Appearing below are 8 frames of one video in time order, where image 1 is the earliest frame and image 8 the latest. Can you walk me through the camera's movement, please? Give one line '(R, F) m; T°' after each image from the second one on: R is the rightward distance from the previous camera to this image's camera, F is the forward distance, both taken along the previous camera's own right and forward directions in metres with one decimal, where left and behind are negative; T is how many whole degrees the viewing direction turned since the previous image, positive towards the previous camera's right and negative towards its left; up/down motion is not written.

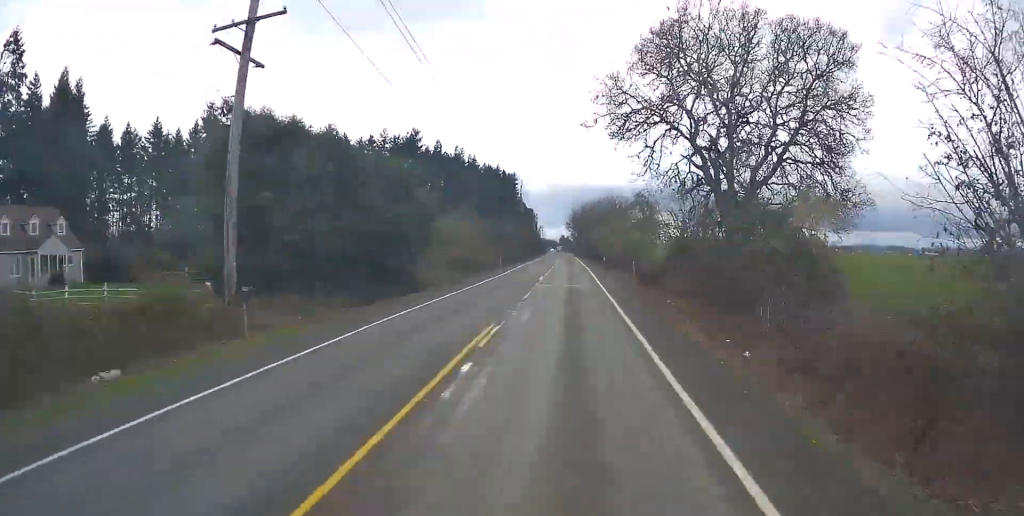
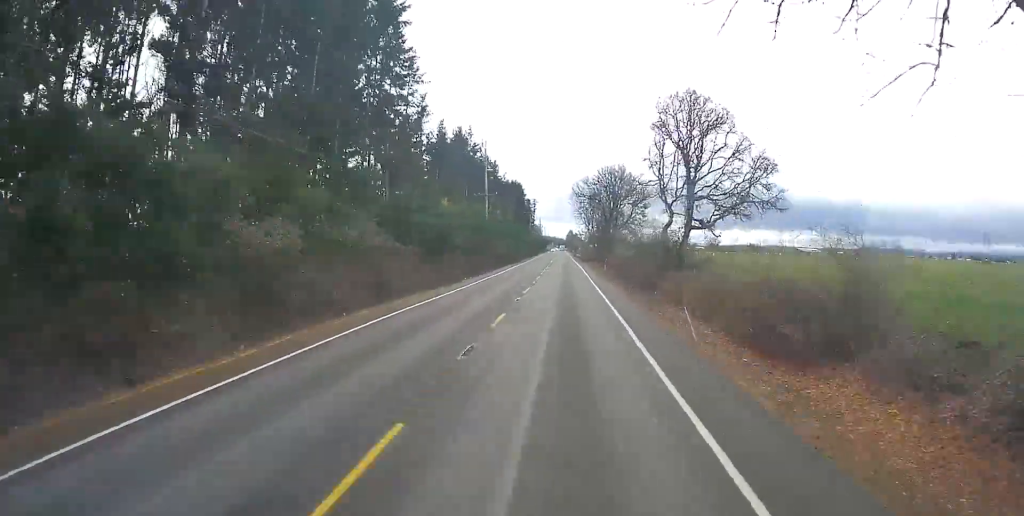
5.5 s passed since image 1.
(0.0, +139.7) m; +1°
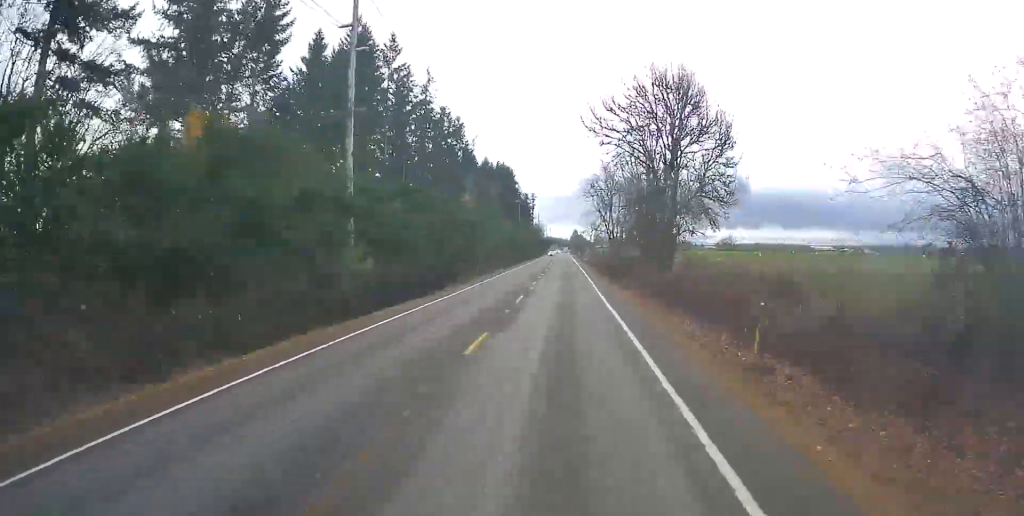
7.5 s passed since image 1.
(+2.0, +51.6) m; -1°
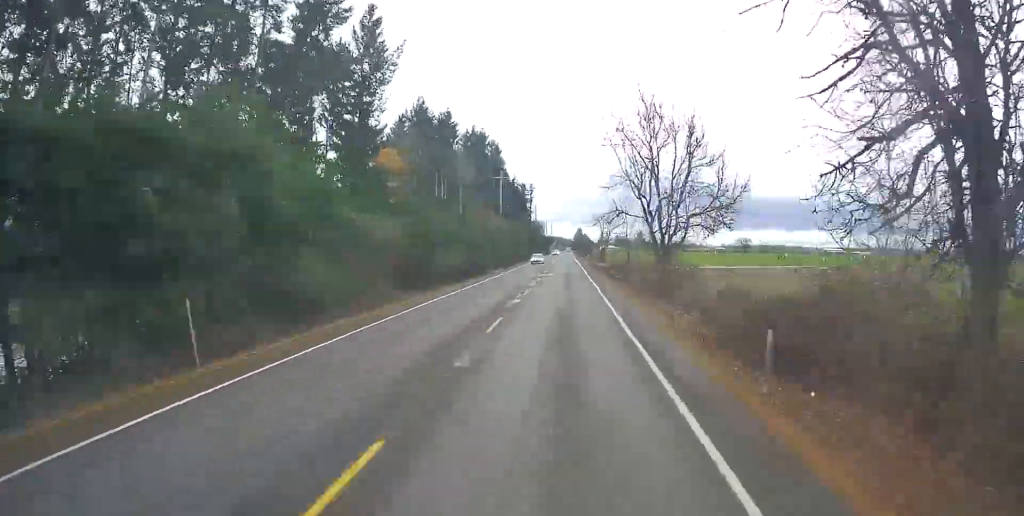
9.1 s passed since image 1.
(+2.6, +41.2) m; -1°
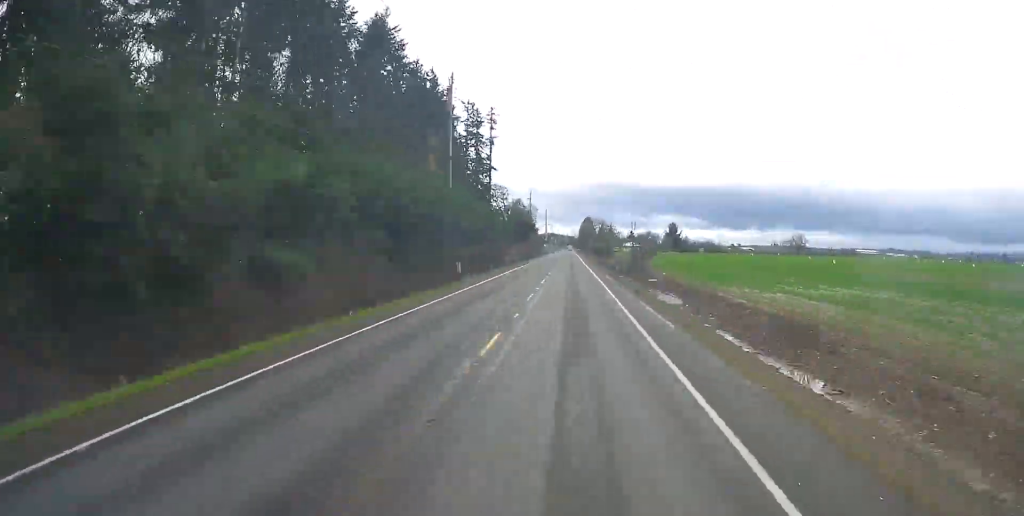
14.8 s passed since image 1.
(-10.0, +154.5) m; -3°
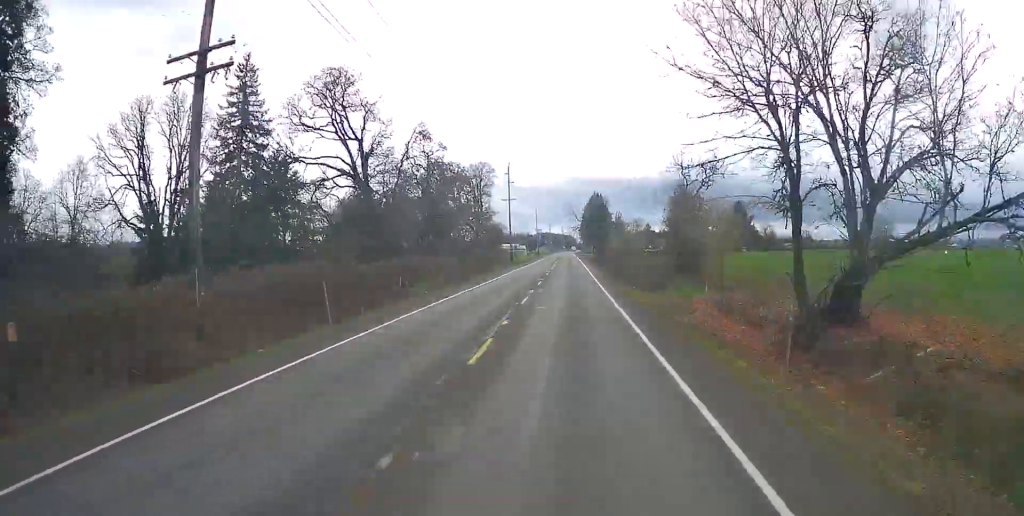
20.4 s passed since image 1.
(+2.8, +152.5) m; +1°
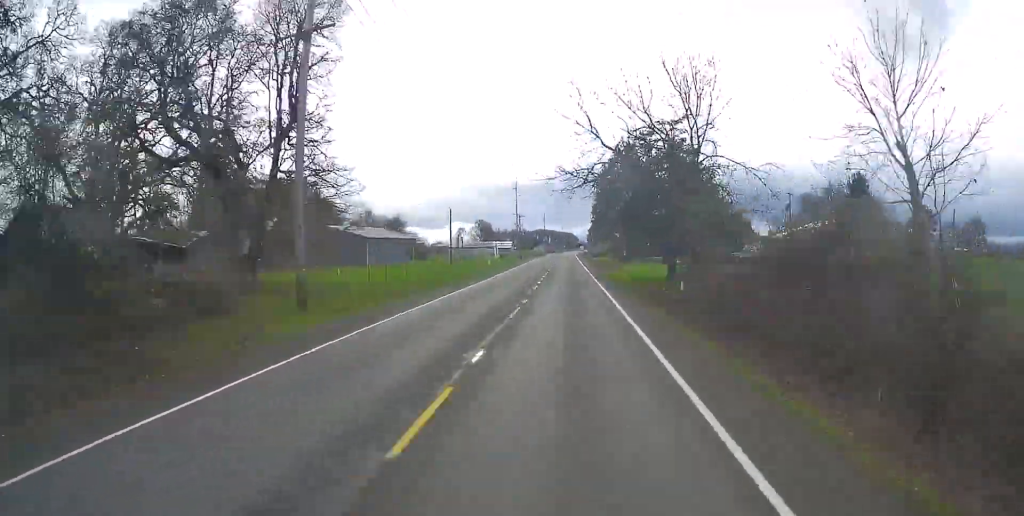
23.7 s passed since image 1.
(0.0, +90.3) m; 0°
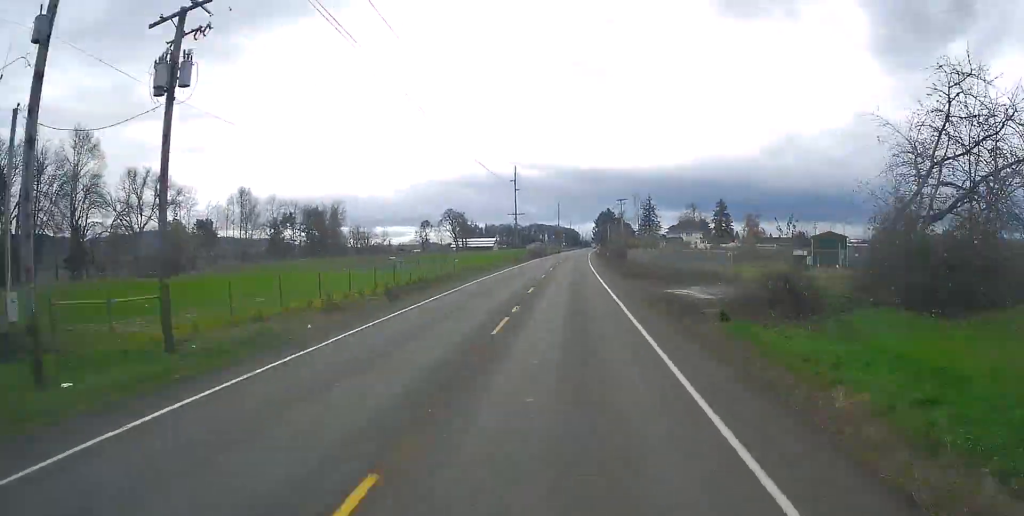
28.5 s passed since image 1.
(-1.0, +129.7) m; +1°
